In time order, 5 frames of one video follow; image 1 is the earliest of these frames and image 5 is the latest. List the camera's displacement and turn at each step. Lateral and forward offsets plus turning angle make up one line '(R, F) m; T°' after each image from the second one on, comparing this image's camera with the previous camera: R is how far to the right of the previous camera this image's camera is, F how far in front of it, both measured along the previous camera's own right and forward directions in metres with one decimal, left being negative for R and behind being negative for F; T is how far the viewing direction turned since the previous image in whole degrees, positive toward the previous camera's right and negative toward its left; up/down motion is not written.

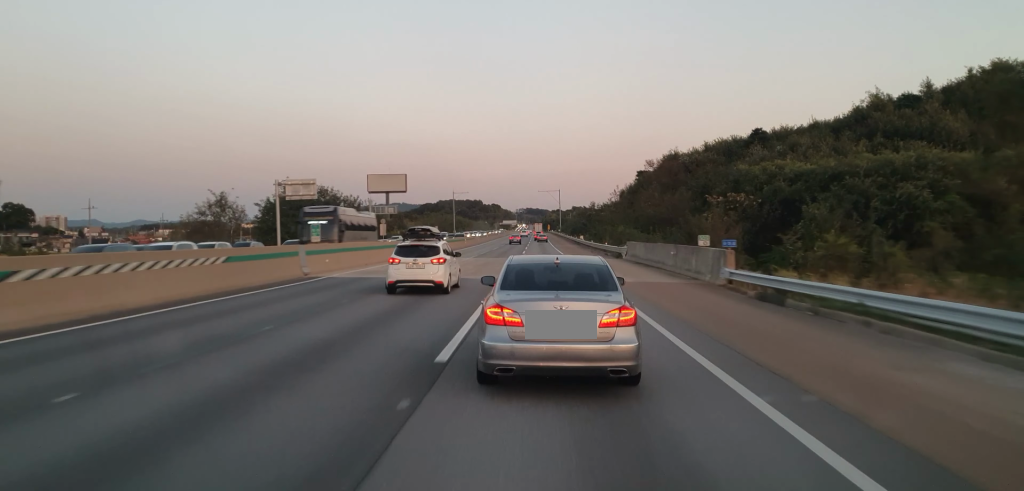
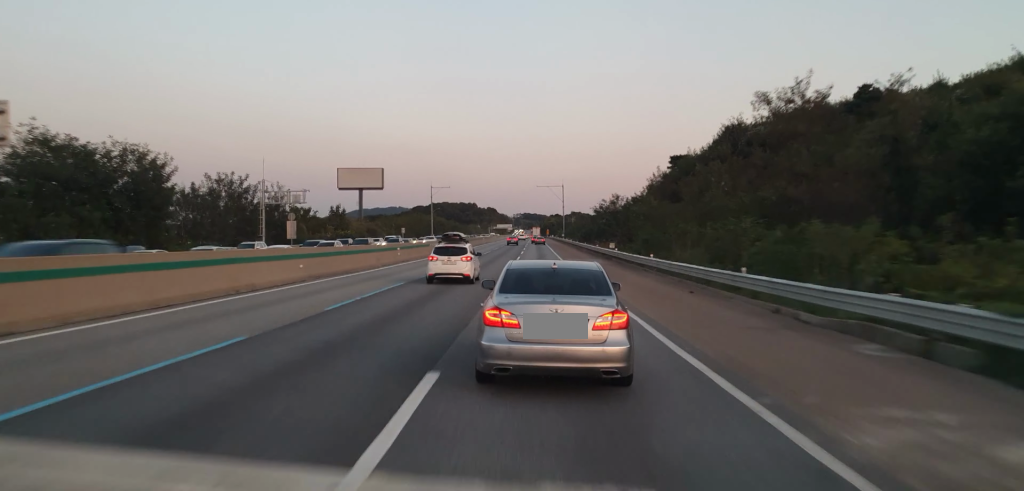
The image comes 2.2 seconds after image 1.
(+1.2, +51.2) m; +2°
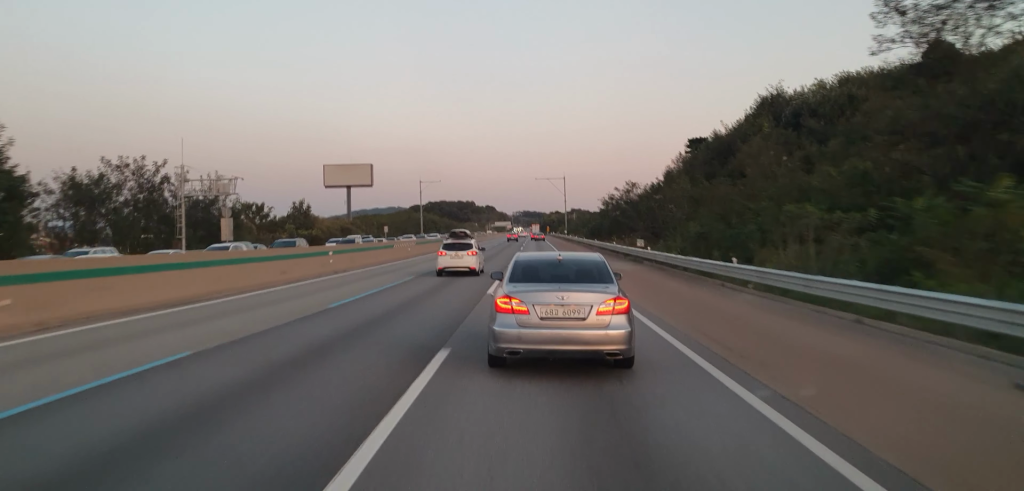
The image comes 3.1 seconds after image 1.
(0.0, +18.9) m; -1°
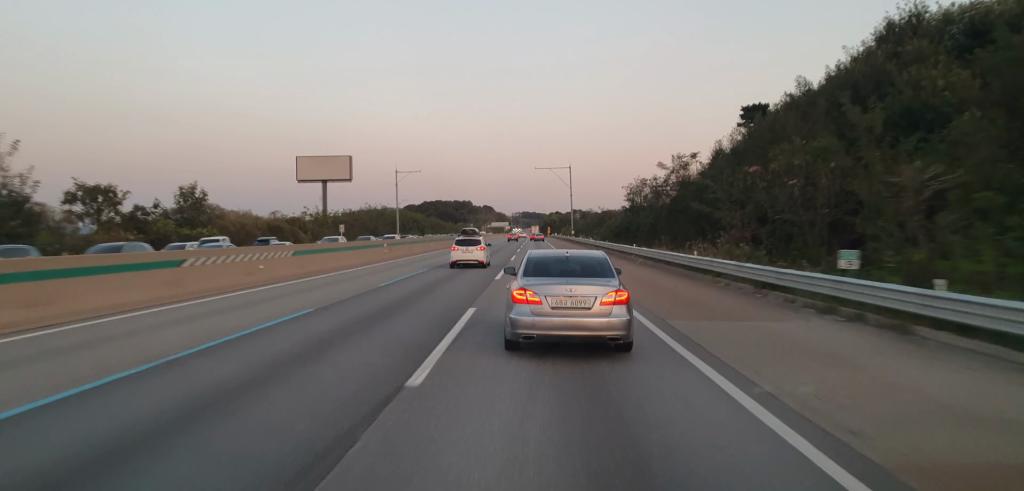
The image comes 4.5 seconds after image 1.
(-1.0, +33.3) m; -1°
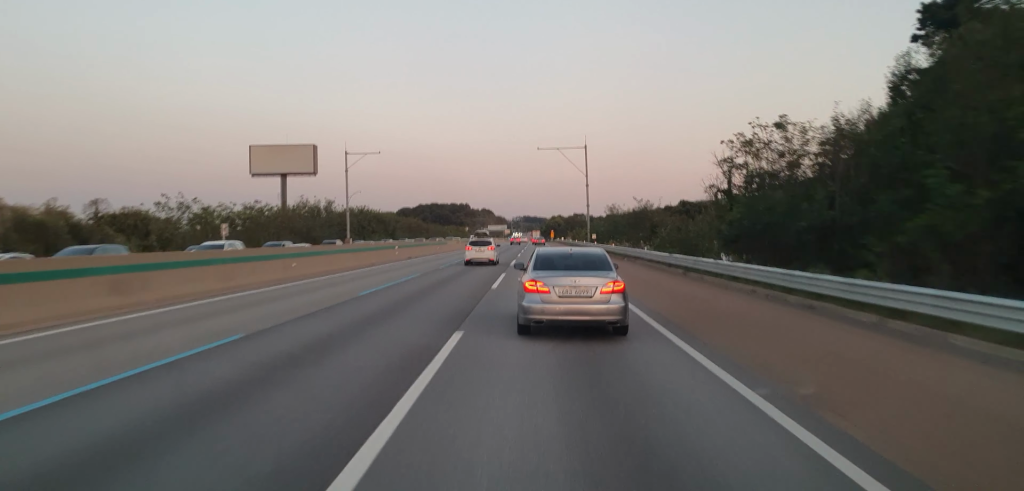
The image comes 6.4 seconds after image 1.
(+0.9, +44.0) m; 0°
